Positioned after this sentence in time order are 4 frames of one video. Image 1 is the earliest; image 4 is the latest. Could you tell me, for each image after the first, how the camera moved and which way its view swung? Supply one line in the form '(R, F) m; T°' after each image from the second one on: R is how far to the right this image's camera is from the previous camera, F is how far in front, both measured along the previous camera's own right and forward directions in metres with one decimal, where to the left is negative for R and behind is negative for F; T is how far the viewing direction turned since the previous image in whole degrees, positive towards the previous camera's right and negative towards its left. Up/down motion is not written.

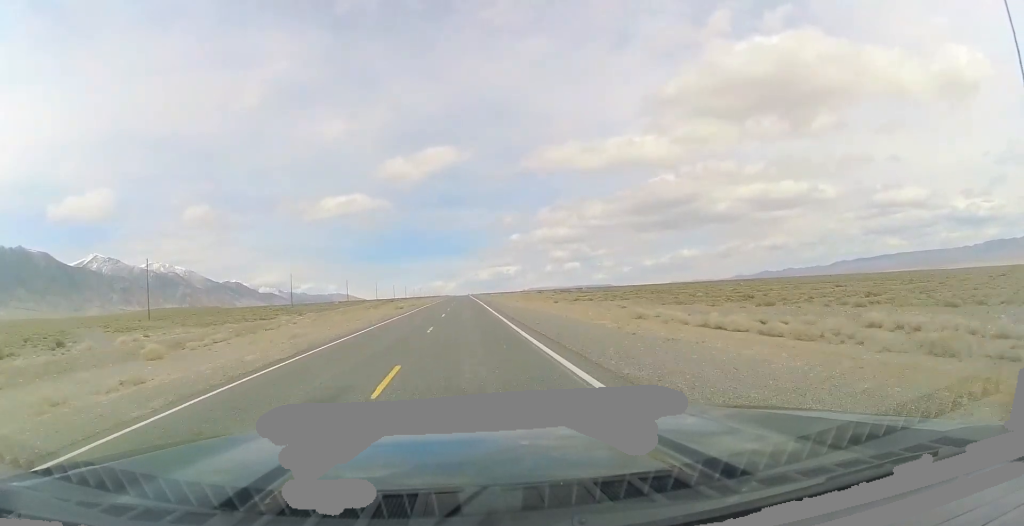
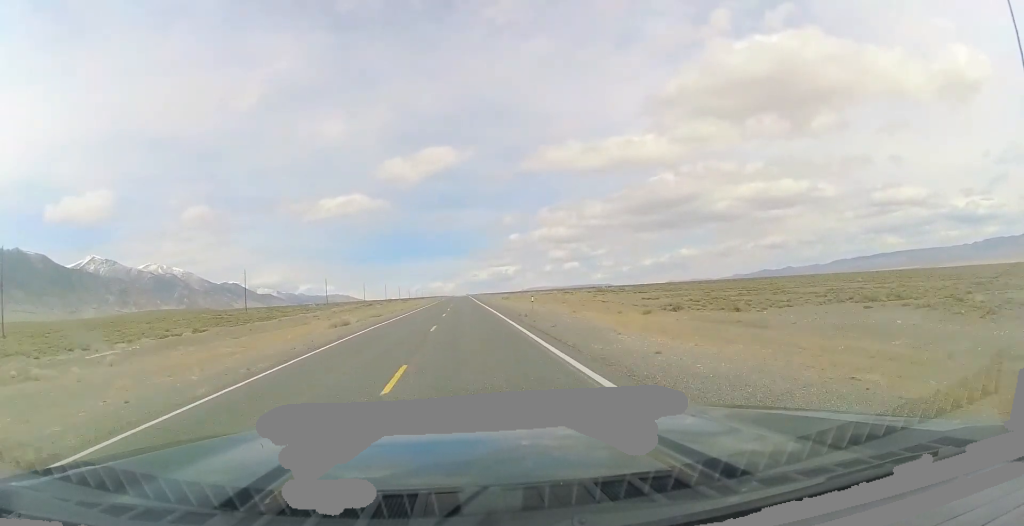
(+0.1, +40.4) m; 0°
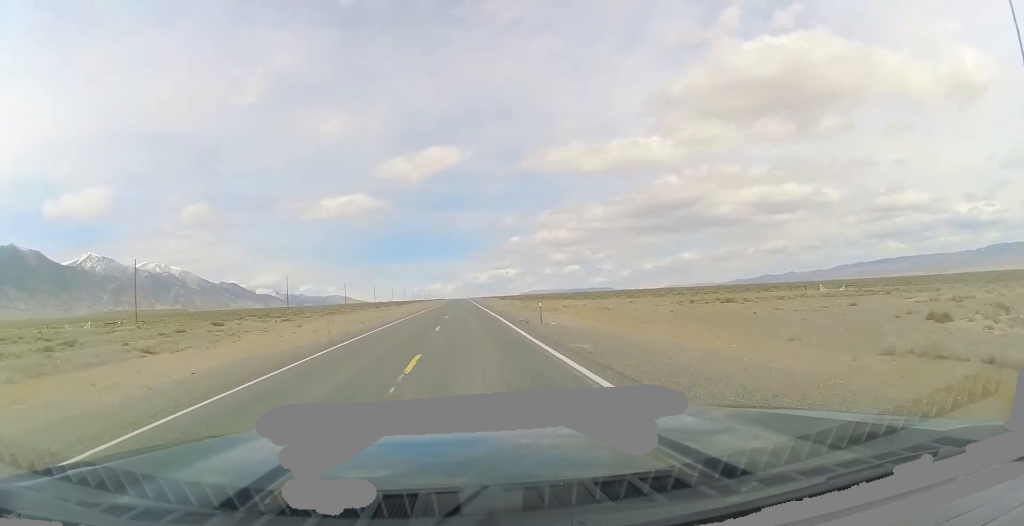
(-1.6, +146.7) m; -1°
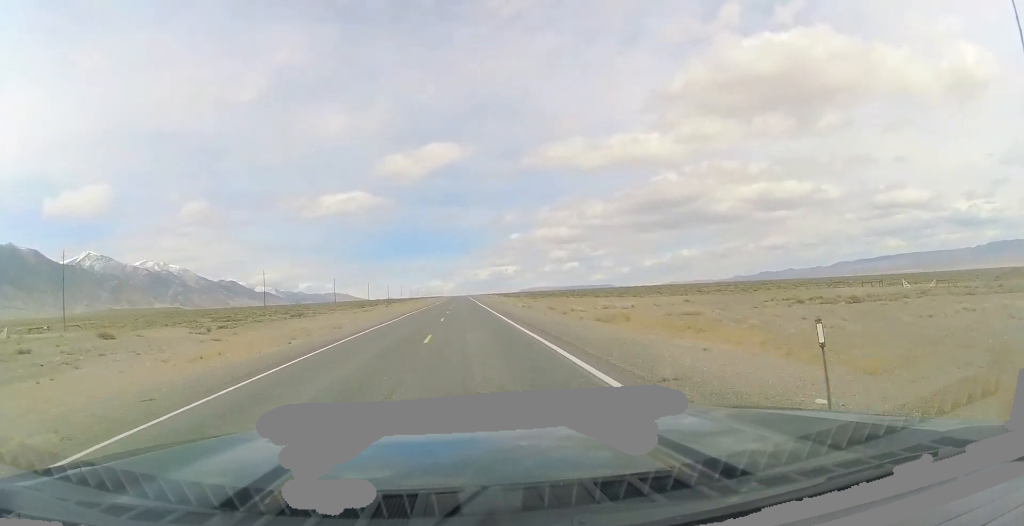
(+0.3, +21.5) m; 0°
